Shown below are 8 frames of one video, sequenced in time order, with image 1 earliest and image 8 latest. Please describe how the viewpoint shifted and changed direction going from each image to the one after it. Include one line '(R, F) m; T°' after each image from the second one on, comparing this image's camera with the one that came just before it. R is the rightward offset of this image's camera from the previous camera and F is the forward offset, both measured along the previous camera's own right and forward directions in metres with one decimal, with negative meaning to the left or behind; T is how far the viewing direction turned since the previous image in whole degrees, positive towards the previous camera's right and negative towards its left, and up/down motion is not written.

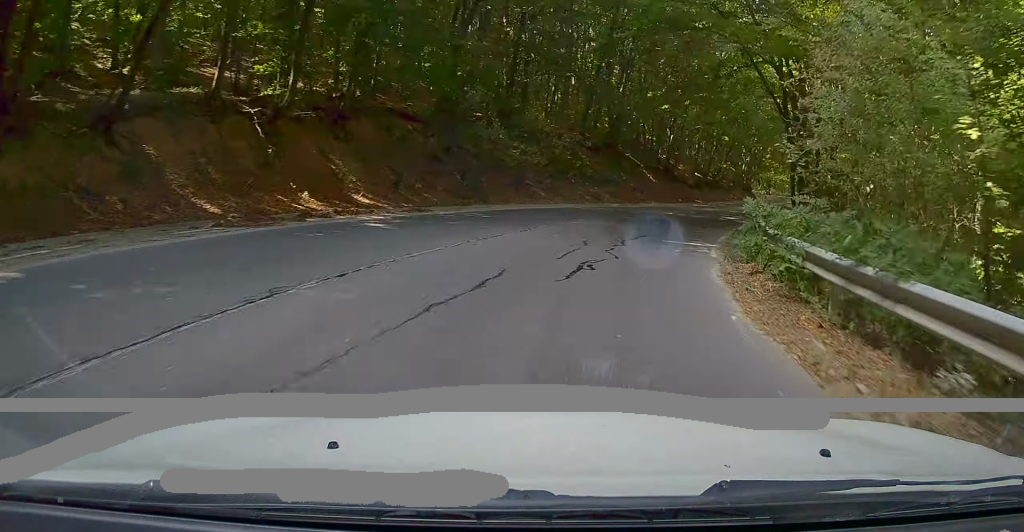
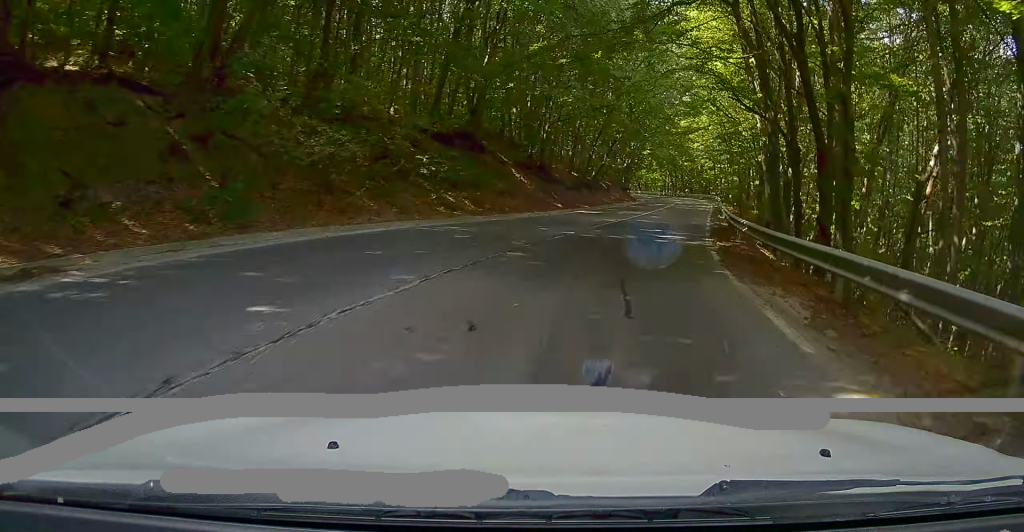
(+0.8, +11.6) m; +11°
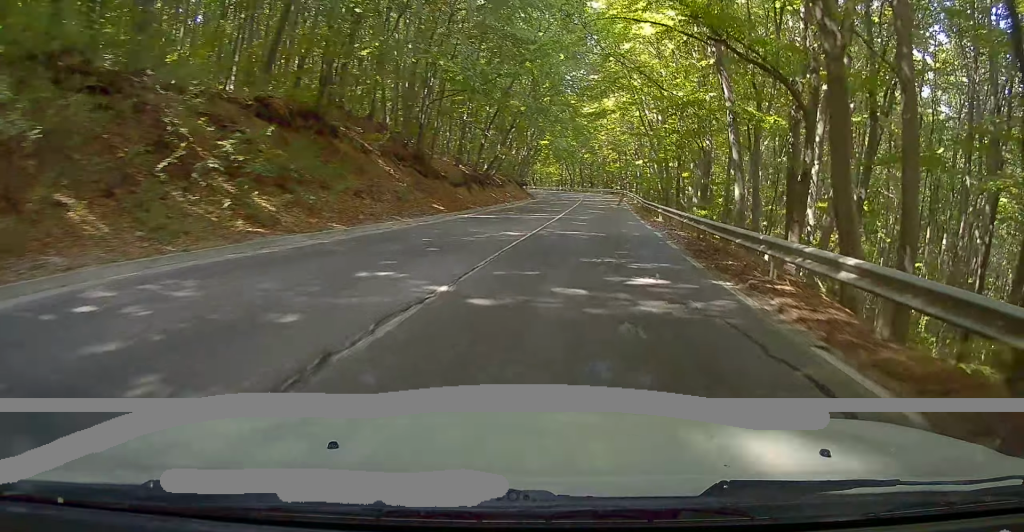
(+1.2, +9.8) m; +9°
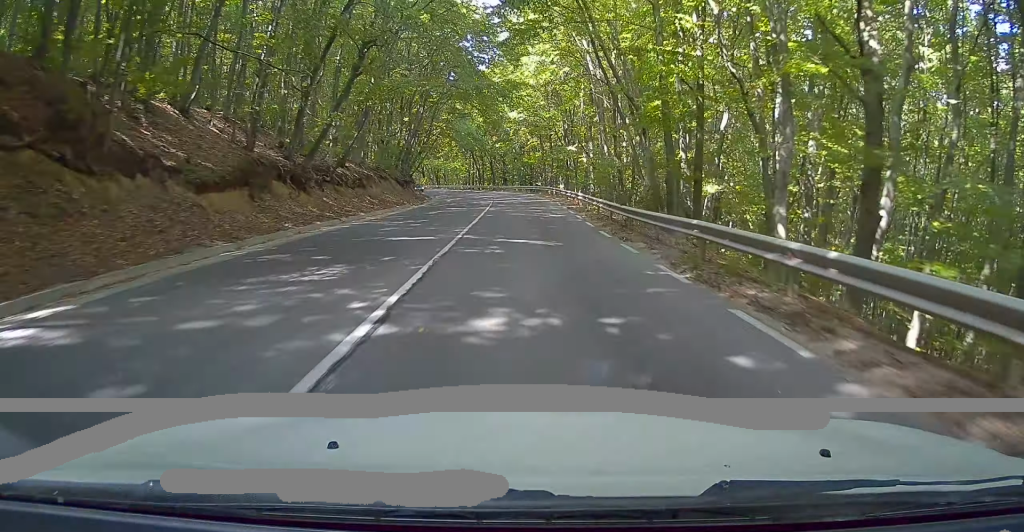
(+2.2, +21.6) m; +9°
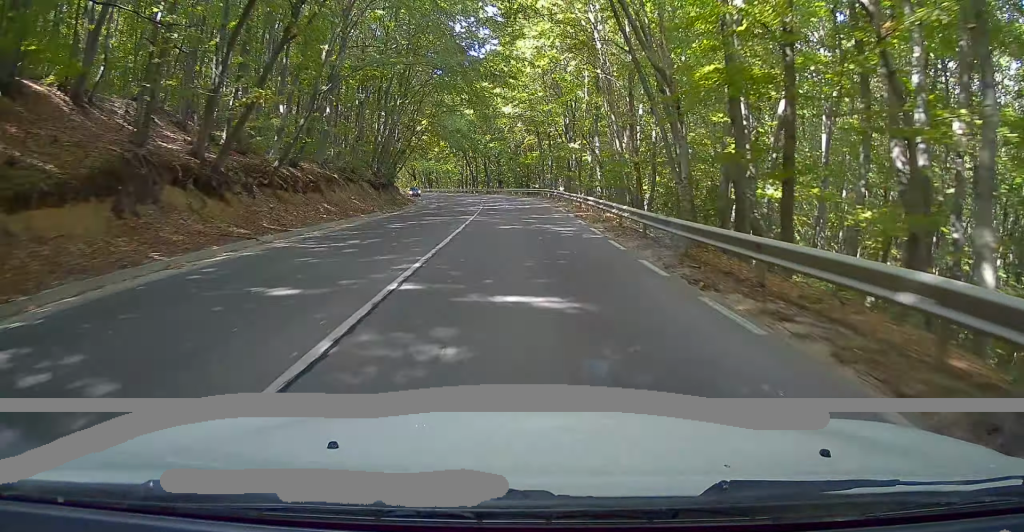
(-0.1, +6.8) m; +3°
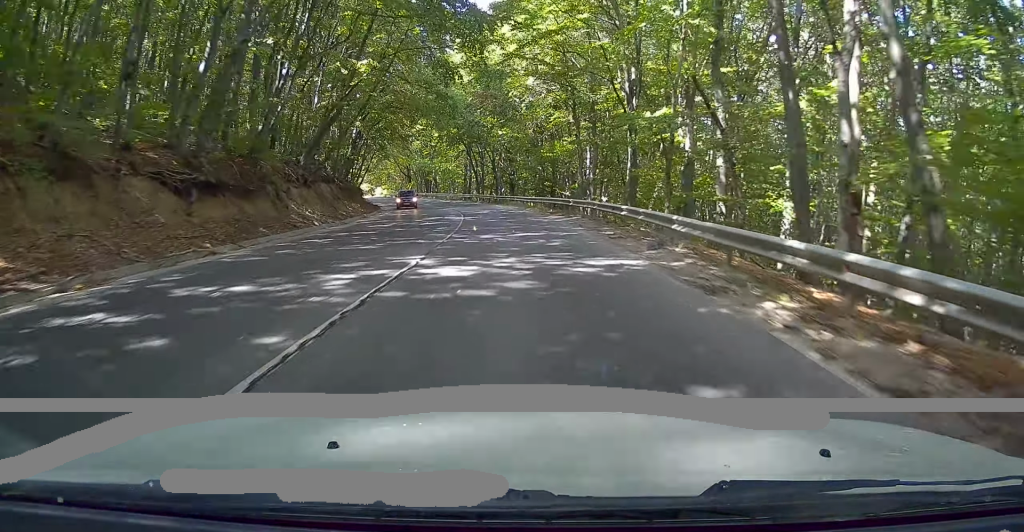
(+0.9, +24.8) m; -1°
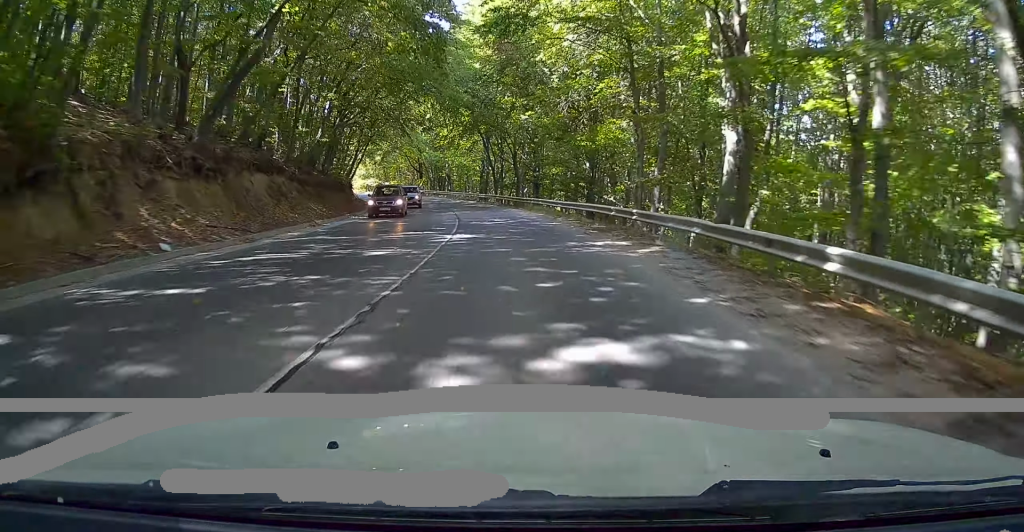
(-0.3, +11.9) m; -3°
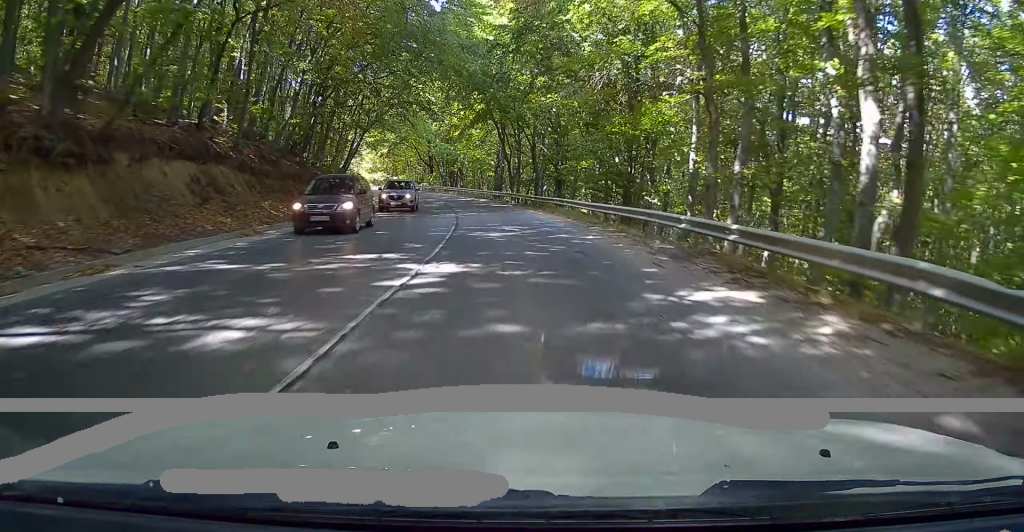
(0.0, +7.2) m; -2°
